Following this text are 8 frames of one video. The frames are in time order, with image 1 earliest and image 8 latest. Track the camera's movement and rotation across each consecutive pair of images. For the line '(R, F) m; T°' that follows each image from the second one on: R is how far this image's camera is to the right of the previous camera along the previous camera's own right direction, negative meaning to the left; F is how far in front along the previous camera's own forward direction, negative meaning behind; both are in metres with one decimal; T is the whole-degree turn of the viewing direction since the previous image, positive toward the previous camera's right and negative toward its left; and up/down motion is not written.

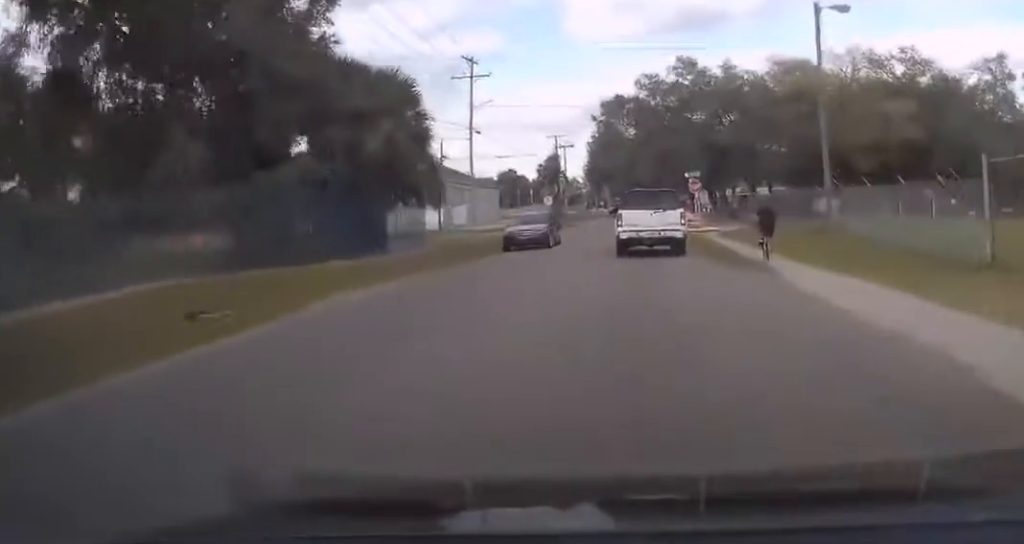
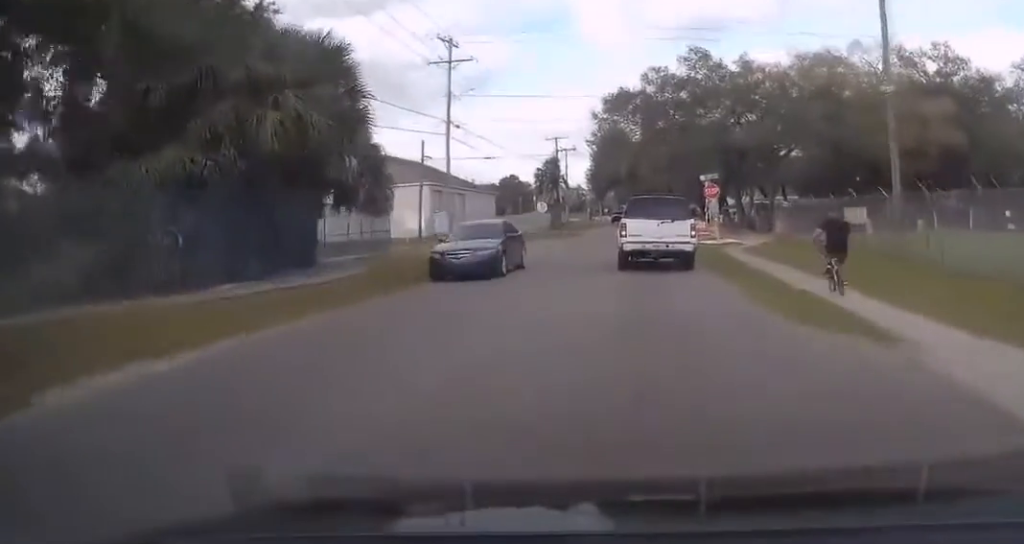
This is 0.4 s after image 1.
(0.0, +7.8) m; 0°
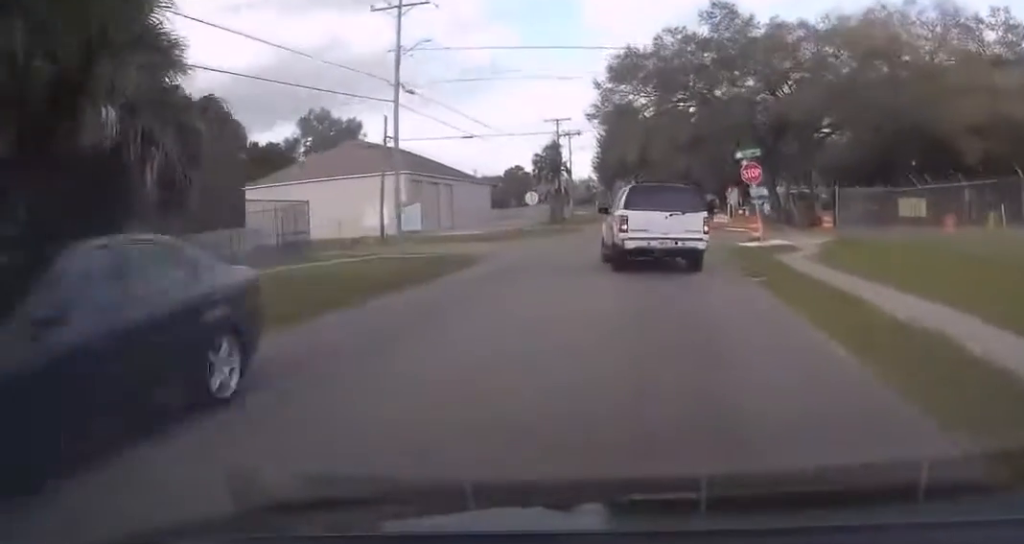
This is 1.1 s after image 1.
(0.0, +11.1) m; 0°
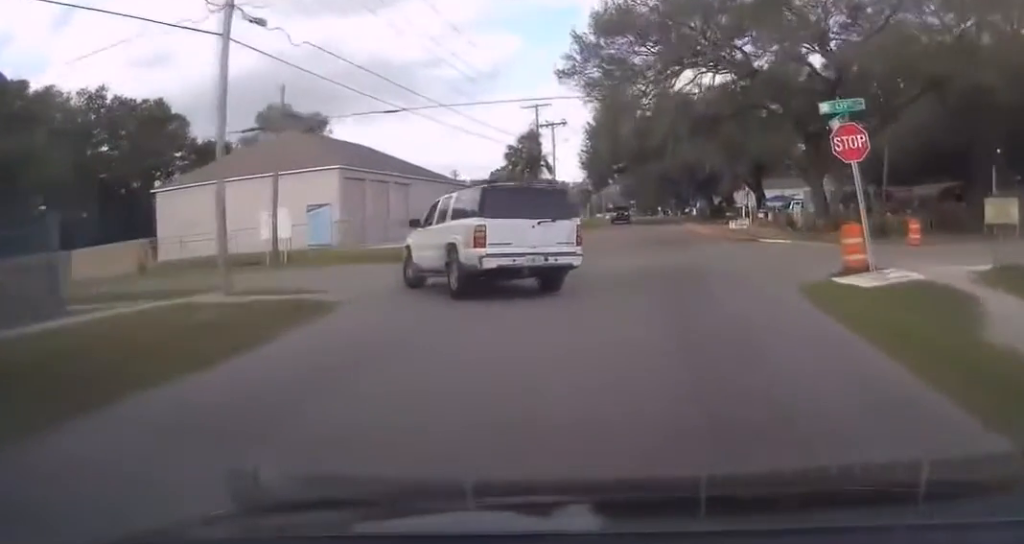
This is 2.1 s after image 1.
(0.0, +14.4) m; -3°
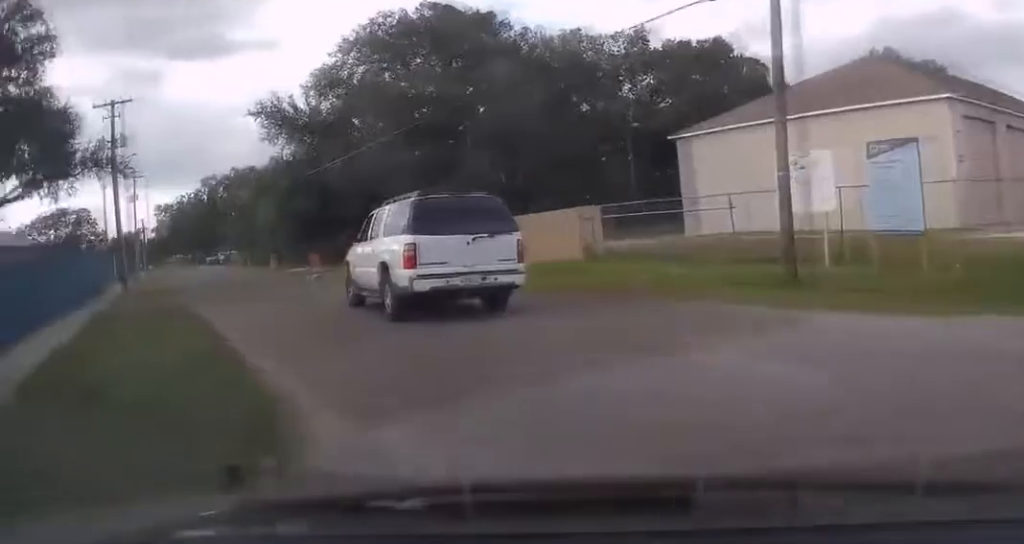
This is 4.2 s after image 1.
(-5.0, +18.5) m; -47°
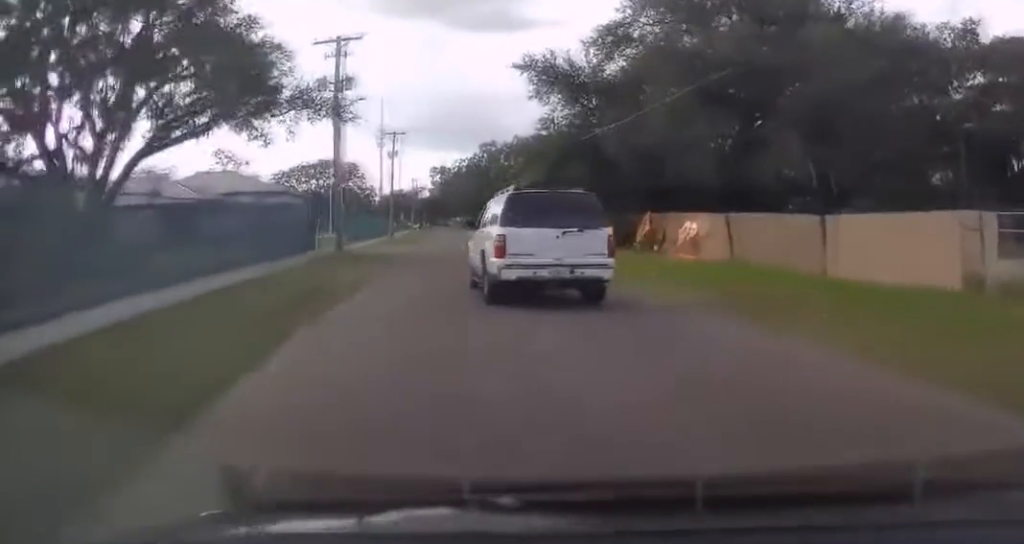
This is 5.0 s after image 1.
(-2.1, +7.4) m; -22°
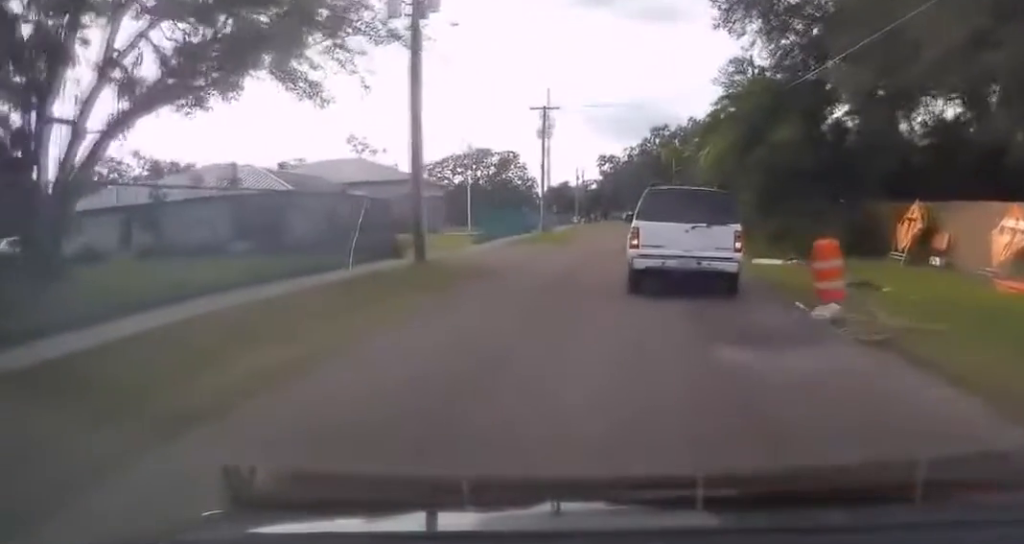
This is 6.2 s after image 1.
(-2.8, +13.0) m; -17°
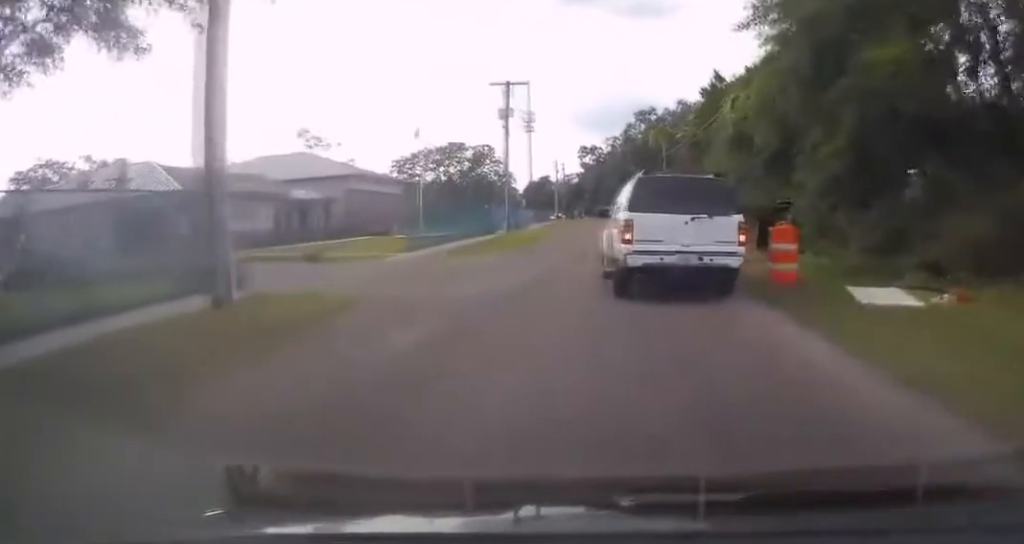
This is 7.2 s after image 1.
(-0.5, +11.9) m; -3°
